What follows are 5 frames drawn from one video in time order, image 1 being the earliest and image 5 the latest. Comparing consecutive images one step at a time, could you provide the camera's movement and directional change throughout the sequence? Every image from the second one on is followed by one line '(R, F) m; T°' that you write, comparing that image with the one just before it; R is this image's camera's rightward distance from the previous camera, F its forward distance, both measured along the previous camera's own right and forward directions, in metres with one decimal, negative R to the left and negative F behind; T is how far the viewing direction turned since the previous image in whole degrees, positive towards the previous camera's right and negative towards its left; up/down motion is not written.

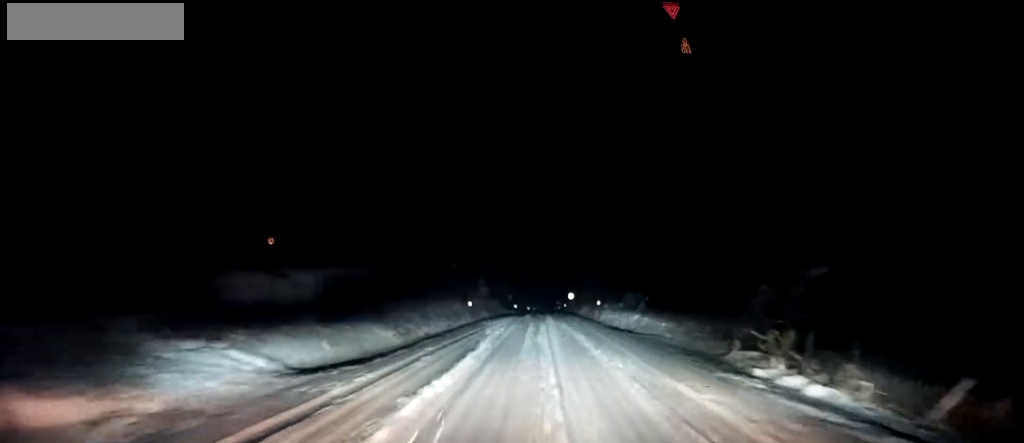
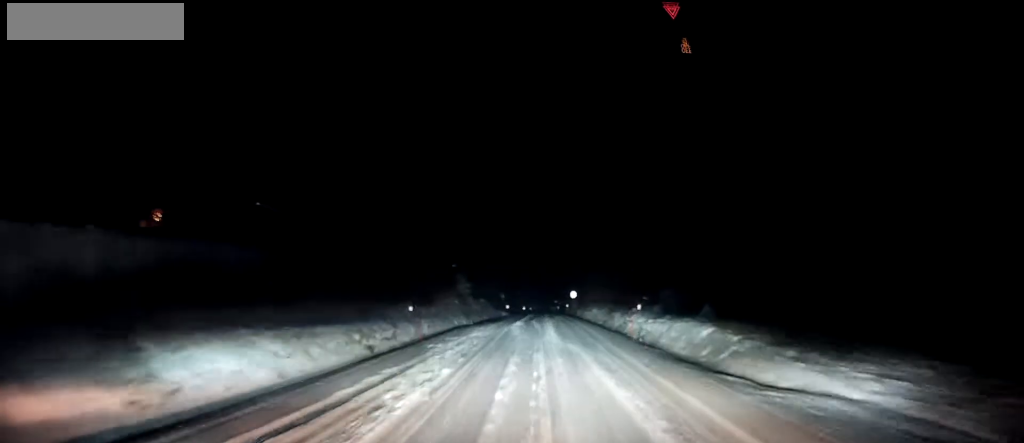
(+0.3, +13.3) m; +2°
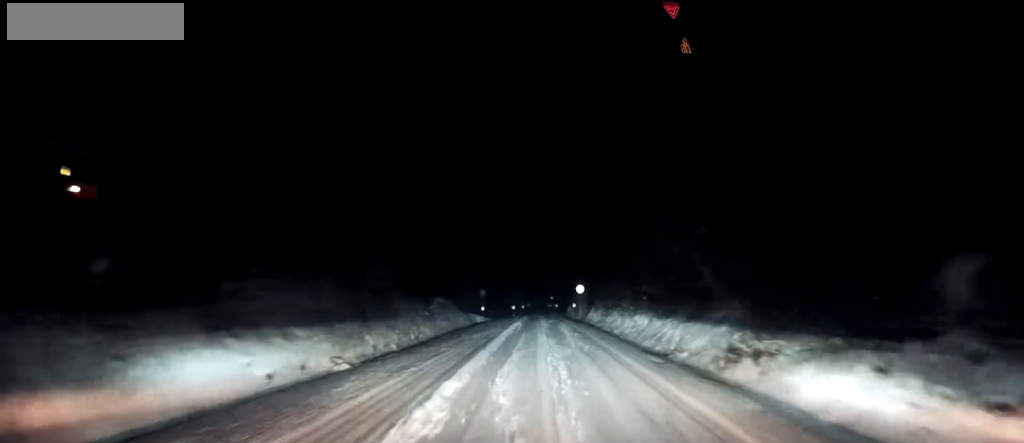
(+0.1, +22.9) m; 0°
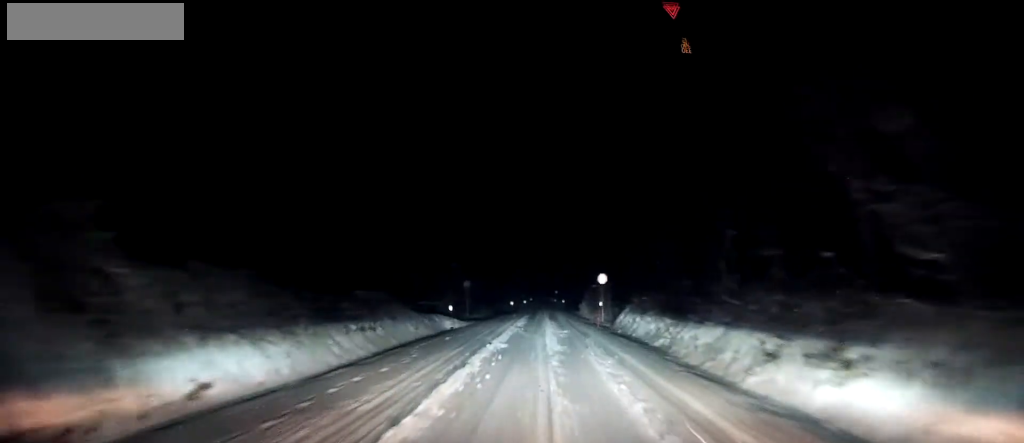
(-0.1, +16.8) m; 0°
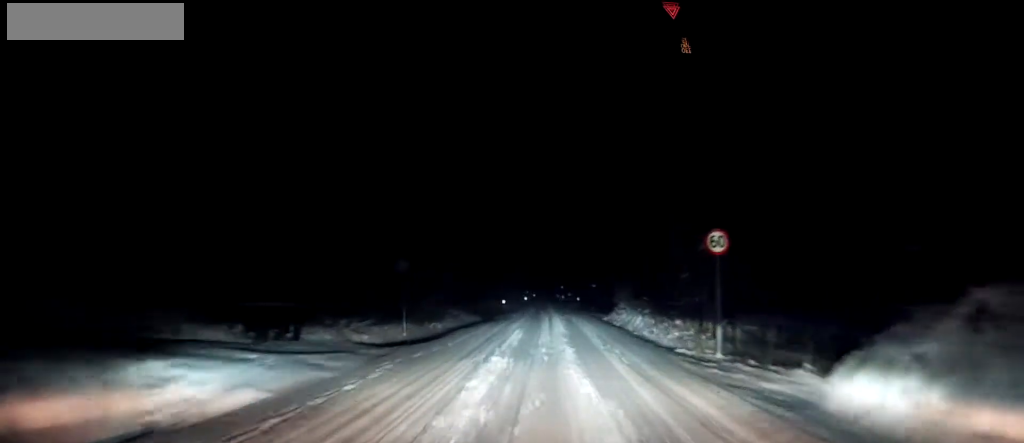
(+0.1, +23.8) m; -2°
